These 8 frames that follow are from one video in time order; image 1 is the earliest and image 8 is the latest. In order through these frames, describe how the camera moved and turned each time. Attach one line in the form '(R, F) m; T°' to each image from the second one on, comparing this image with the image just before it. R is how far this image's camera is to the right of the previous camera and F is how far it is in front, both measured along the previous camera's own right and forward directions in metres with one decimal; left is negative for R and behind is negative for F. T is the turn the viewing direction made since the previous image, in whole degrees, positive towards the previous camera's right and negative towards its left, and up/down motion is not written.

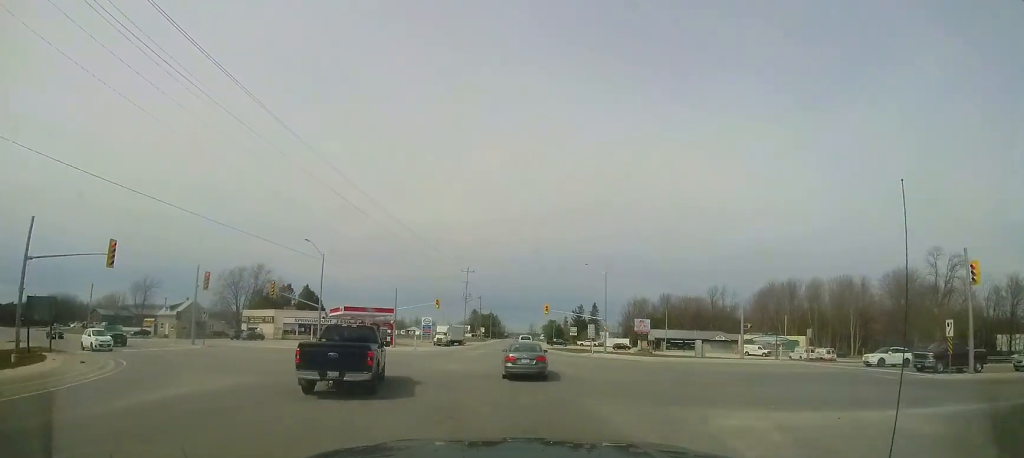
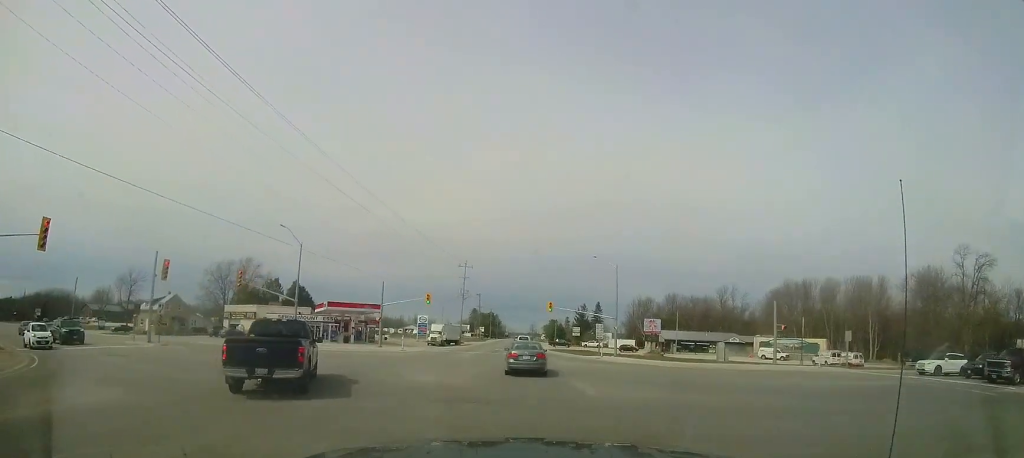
(0.0, +4.2) m; 0°
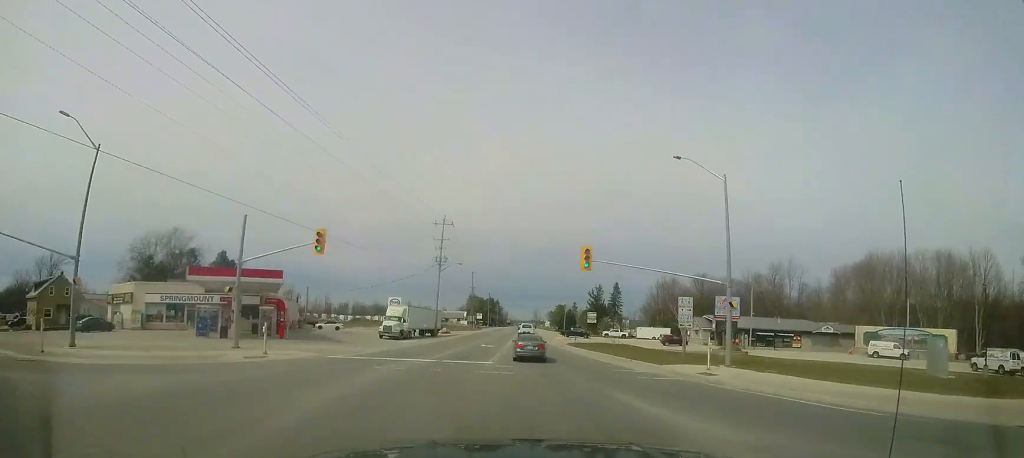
(-0.1, +20.8) m; 0°
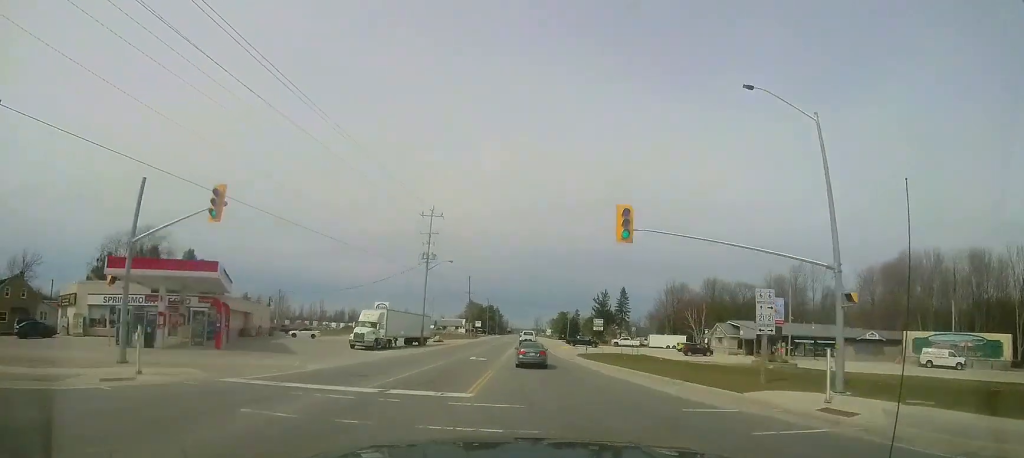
(-0.2, +6.9) m; 0°
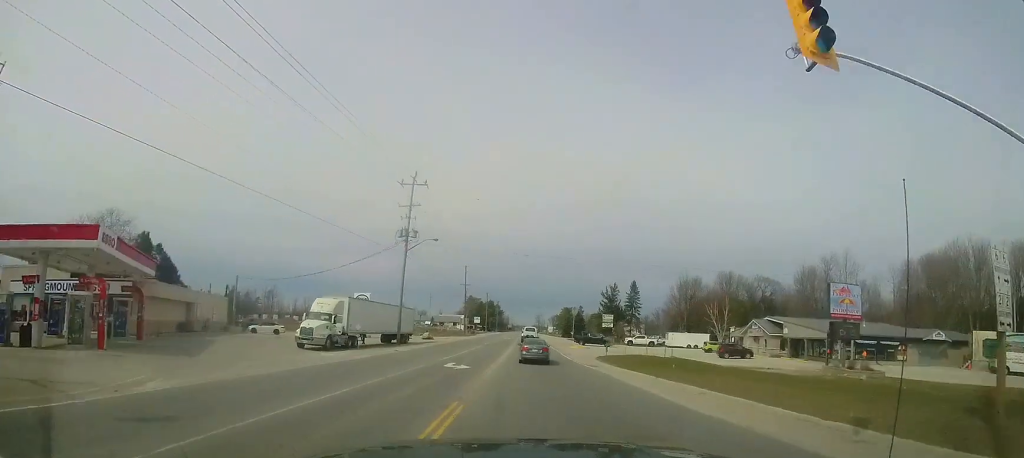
(+0.1, +8.9) m; 0°
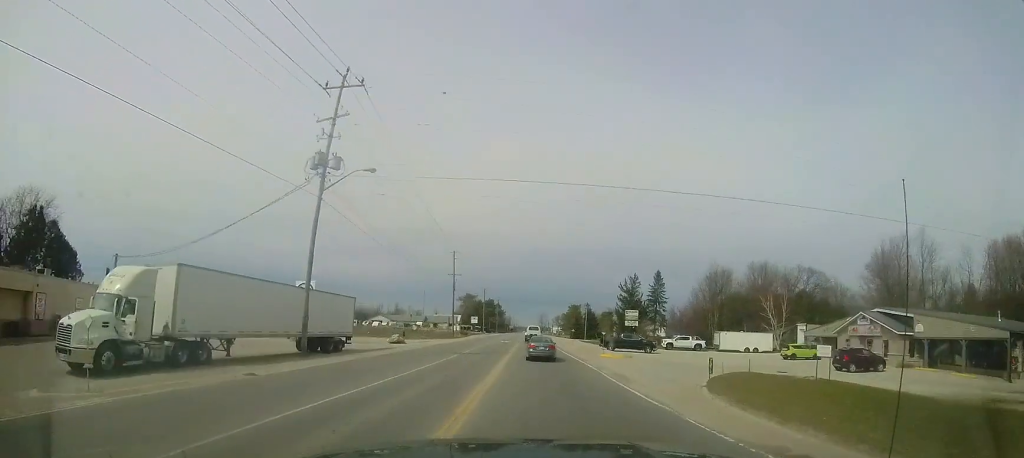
(+0.1, +17.1) m; 0°
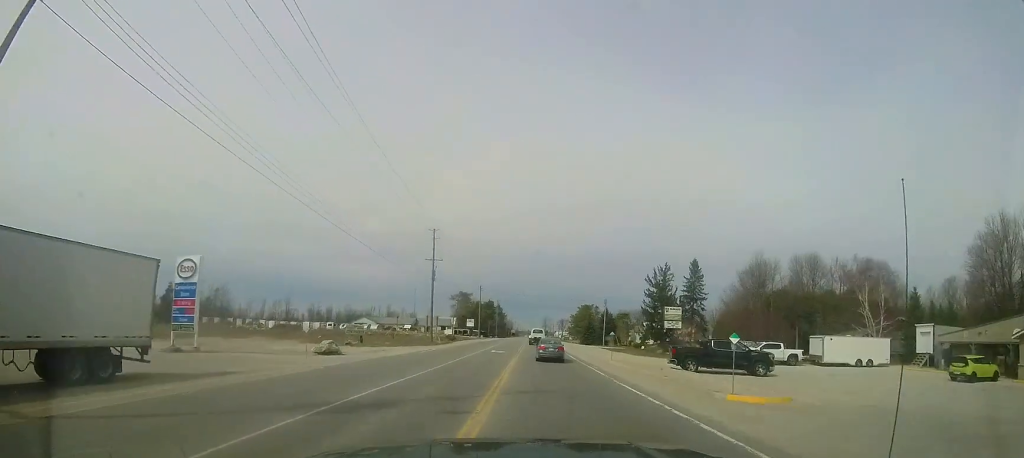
(0.0, +18.6) m; 0°
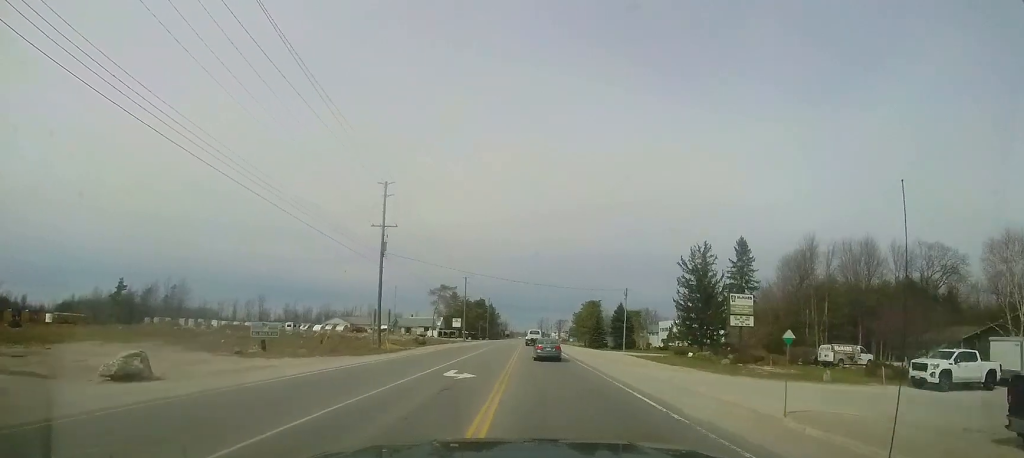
(0.0, +17.6) m; 0°
